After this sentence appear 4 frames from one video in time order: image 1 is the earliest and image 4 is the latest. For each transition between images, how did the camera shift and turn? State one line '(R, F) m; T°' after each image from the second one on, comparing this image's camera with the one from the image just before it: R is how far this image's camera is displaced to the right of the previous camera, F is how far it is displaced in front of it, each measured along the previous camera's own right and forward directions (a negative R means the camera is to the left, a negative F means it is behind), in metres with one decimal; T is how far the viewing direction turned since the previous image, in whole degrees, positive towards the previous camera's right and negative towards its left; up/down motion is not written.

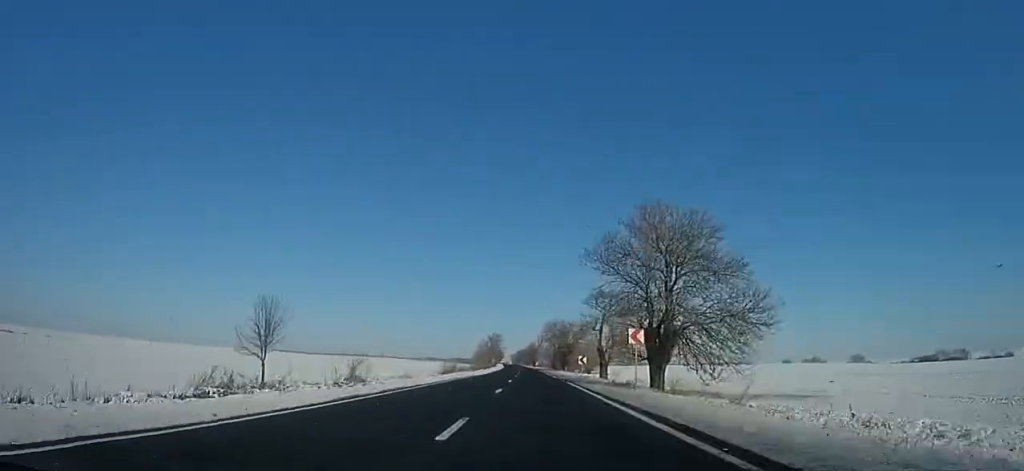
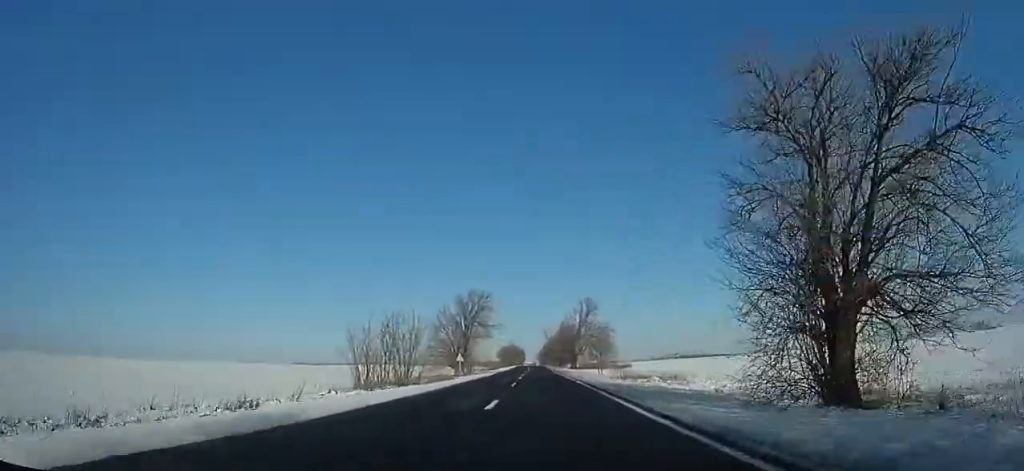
(-5.0, +102.5) m; -4°
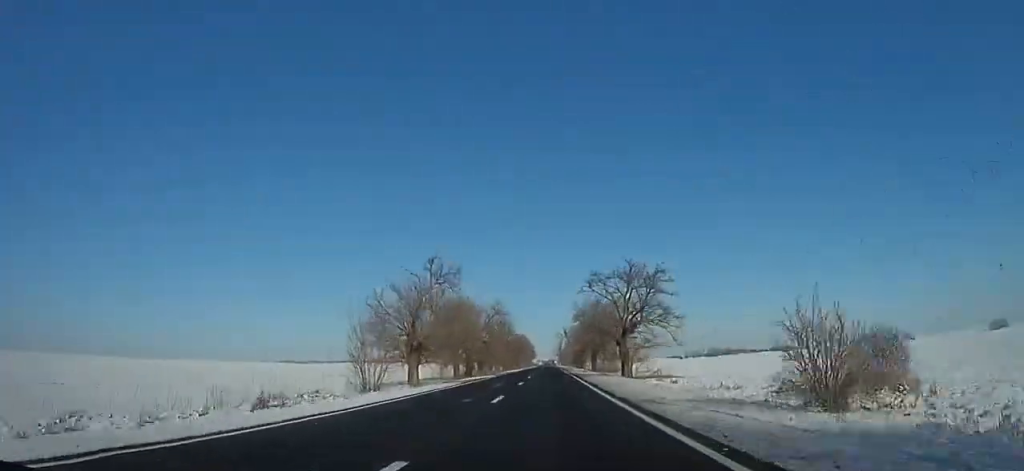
(-1.6, +152.2) m; -2°
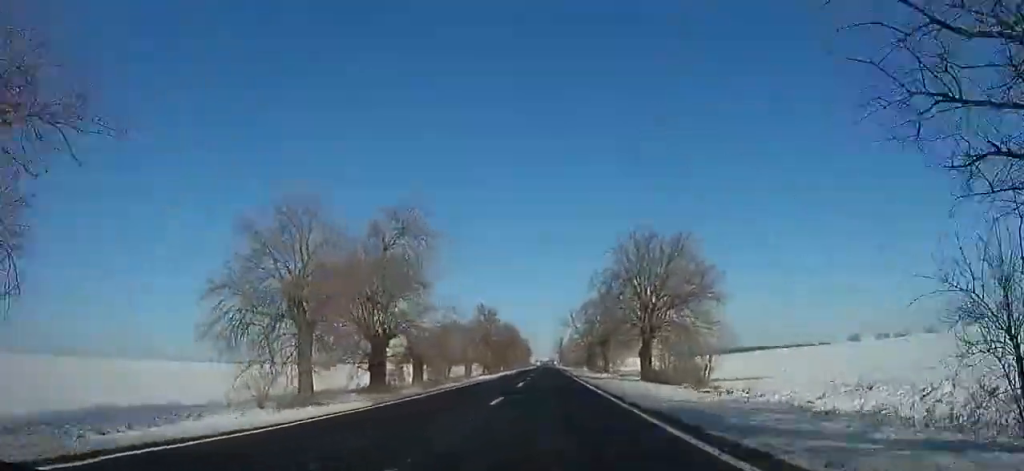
(0.0, +36.4) m; 0°
